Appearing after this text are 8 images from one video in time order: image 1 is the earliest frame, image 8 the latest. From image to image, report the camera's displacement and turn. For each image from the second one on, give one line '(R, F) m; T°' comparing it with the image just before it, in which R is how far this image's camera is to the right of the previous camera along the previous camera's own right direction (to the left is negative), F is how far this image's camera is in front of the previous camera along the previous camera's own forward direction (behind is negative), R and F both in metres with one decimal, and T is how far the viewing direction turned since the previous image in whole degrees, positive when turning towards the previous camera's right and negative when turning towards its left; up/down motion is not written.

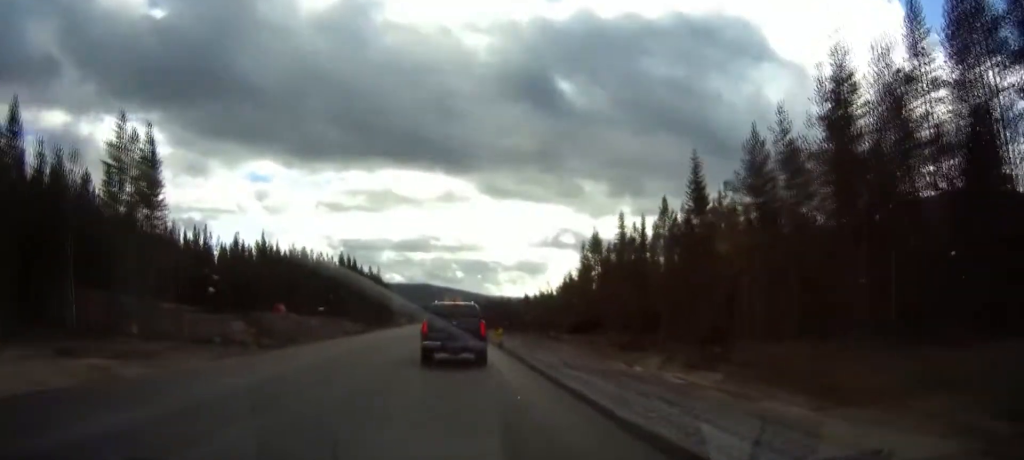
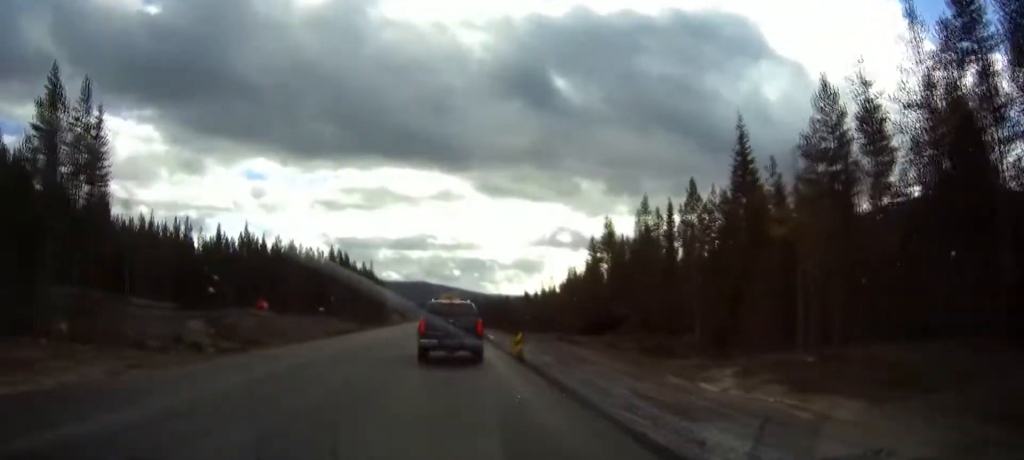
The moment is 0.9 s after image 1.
(0.0, +10.9) m; 0°
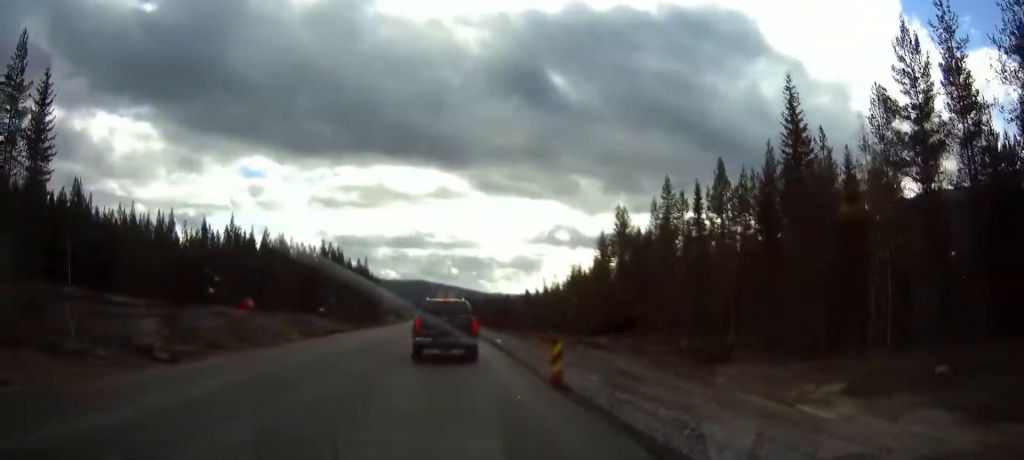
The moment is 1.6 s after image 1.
(0.0, +8.6) m; 0°
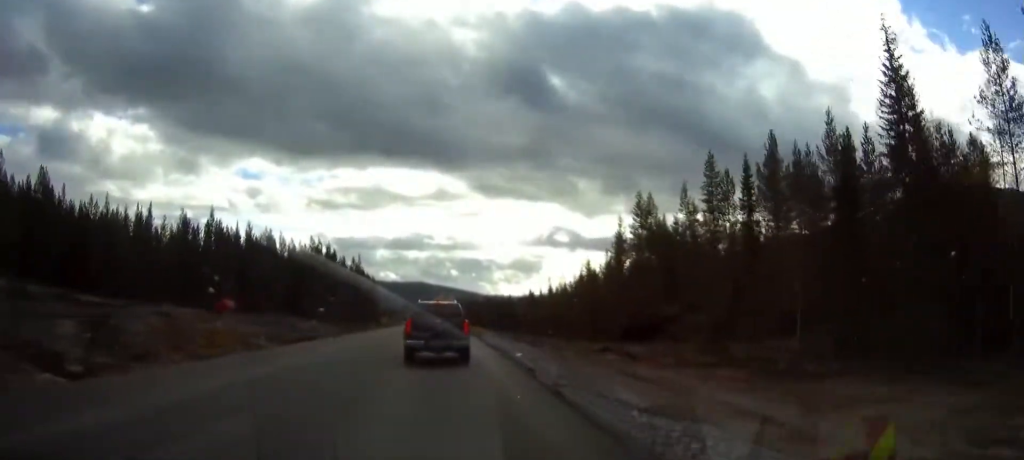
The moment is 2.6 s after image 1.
(0.0, +11.2) m; 0°
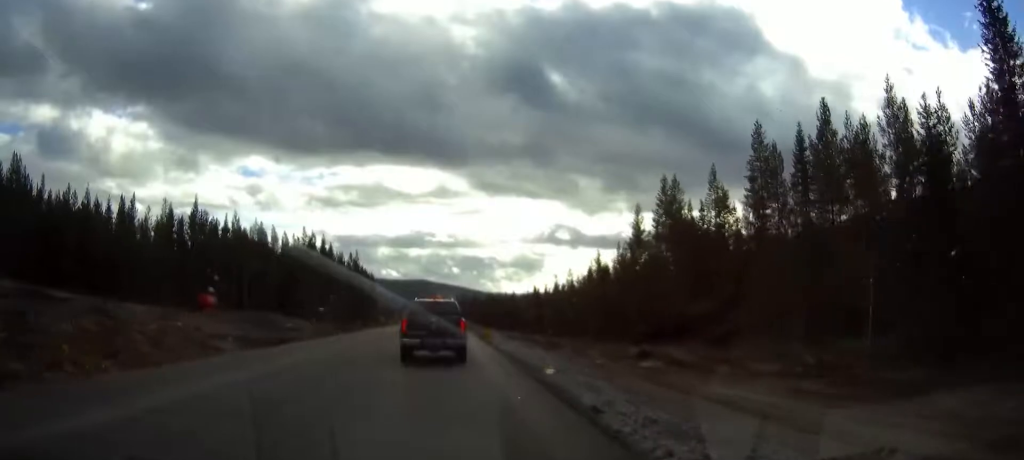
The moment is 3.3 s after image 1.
(0.0, +8.4) m; 0°
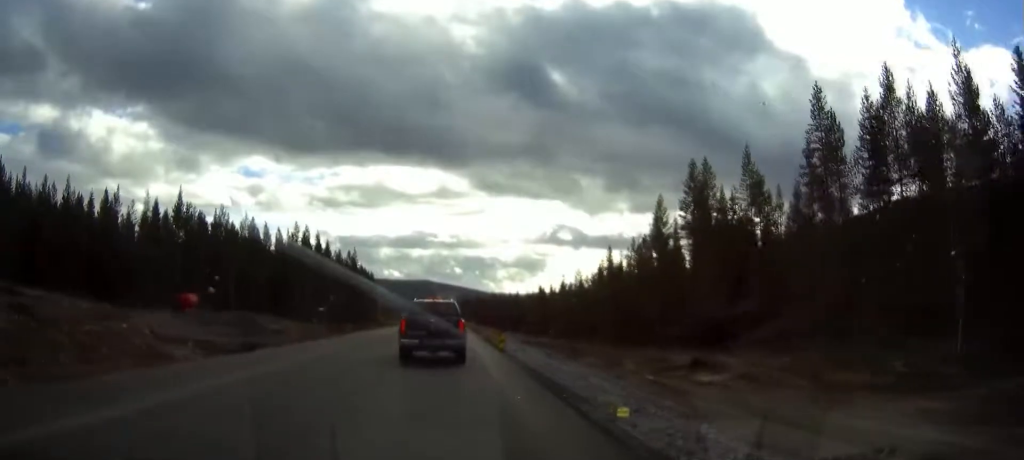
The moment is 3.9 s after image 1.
(0.0, +8.0) m; 0°
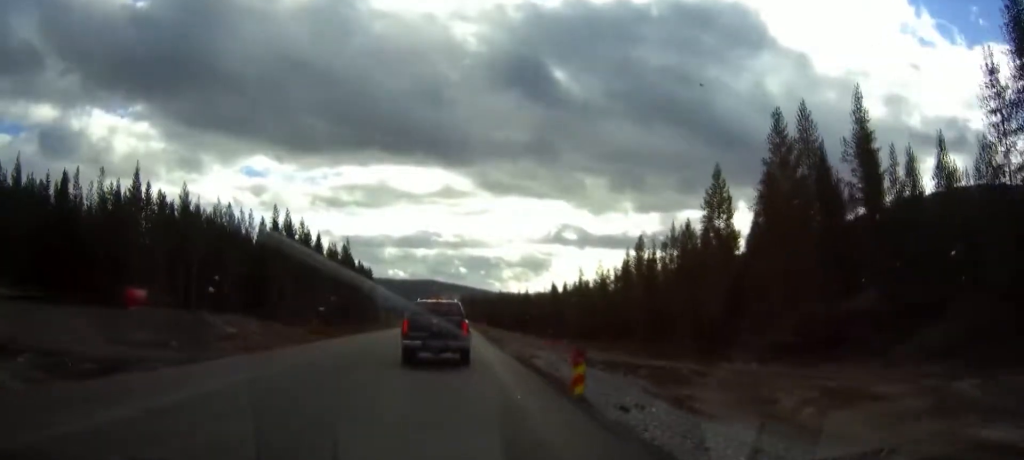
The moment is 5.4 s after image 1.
(+0.1, +17.4) m; 0°
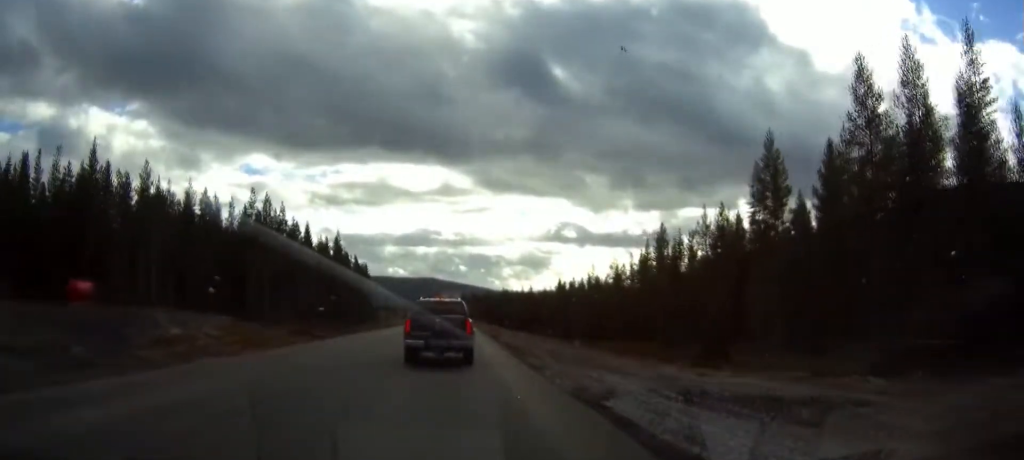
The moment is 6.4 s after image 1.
(-0.1, +12.1) m; 0°
